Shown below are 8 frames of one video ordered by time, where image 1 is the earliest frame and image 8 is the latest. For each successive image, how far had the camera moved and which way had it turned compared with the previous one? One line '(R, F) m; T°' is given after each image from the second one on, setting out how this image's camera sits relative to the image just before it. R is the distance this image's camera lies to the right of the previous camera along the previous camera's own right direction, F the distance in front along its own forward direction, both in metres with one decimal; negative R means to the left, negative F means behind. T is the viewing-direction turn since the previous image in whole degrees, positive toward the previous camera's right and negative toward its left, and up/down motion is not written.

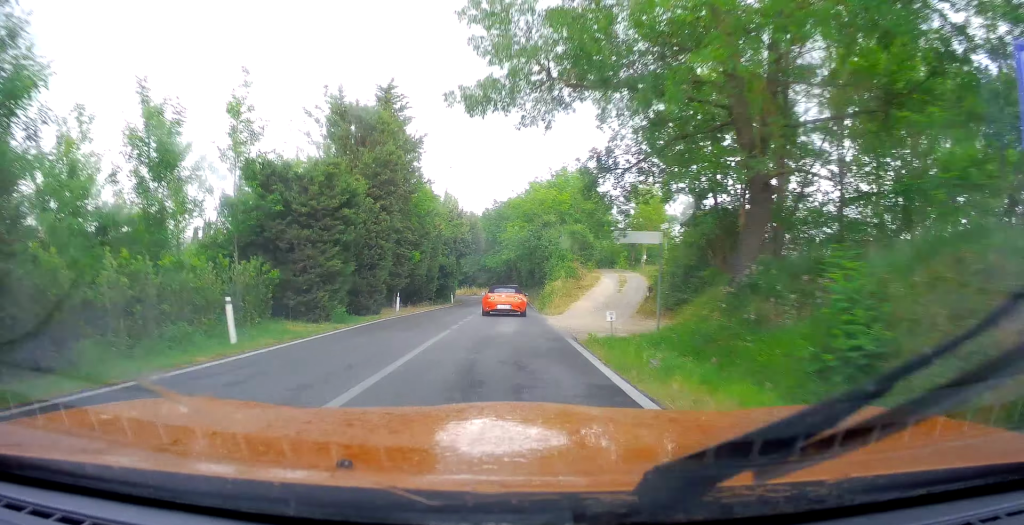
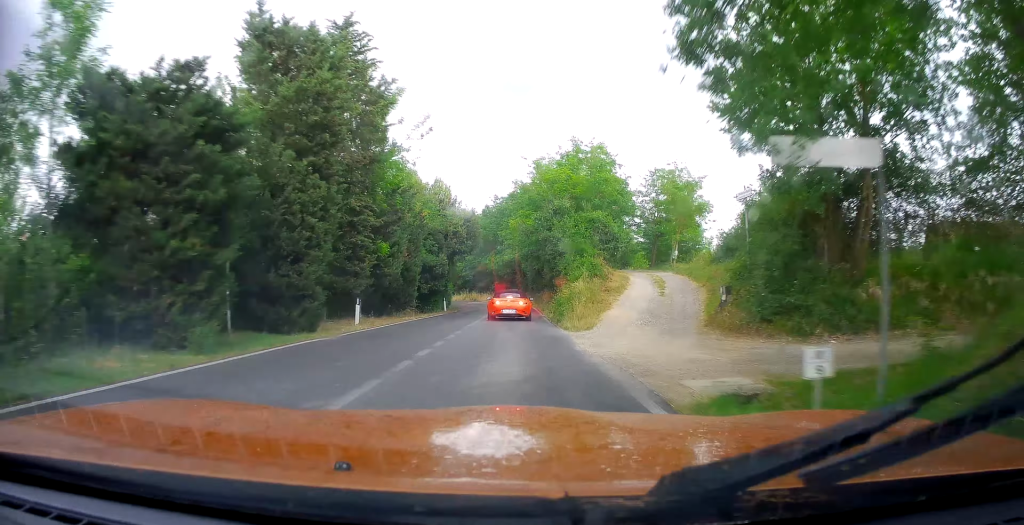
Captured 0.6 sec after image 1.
(0.0, +8.1) m; 0°
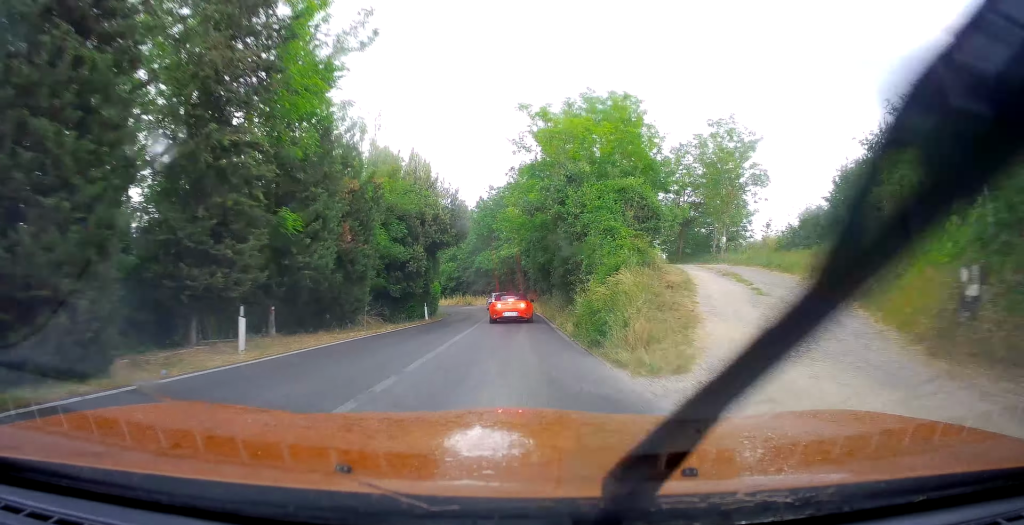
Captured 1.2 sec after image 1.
(0.0, +8.8) m; 0°
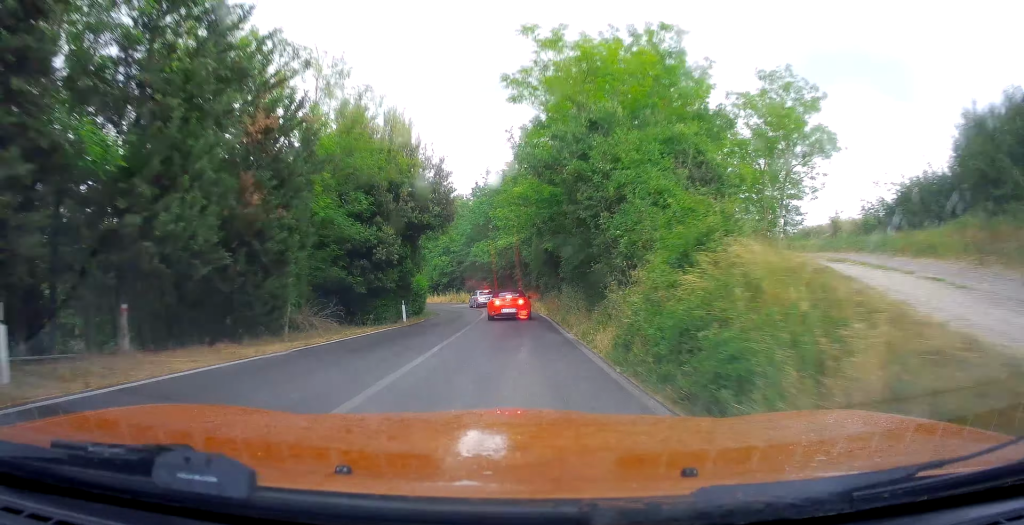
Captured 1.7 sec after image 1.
(0.0, +6.3) m; 0°
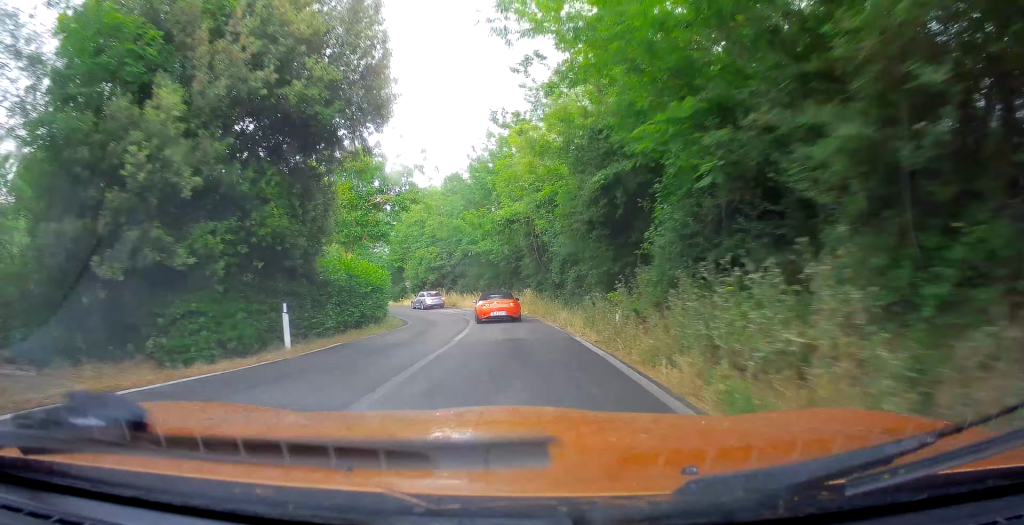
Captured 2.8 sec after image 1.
(+0.2, +15.1) m; 0°
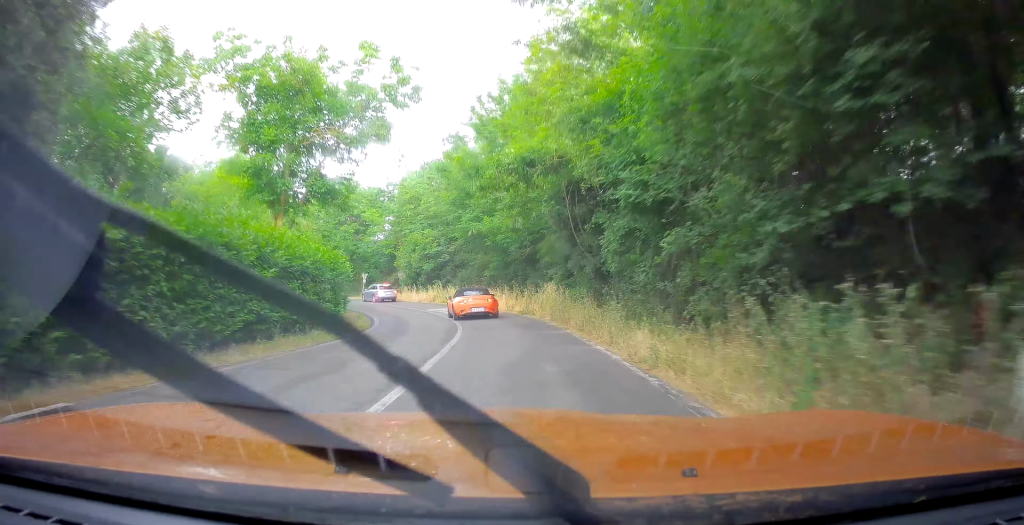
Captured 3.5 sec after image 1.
(0.0, +9.8) m; -2°
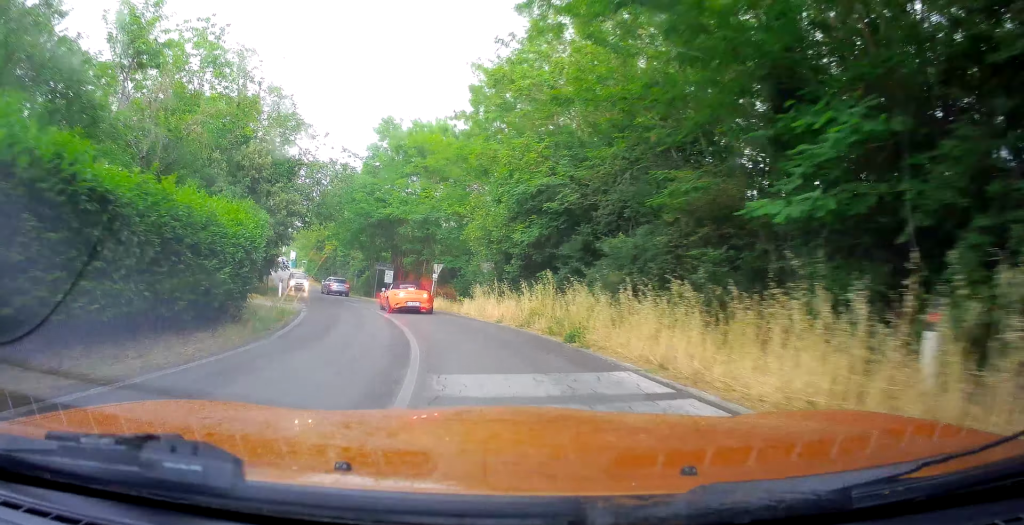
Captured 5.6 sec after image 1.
(-2.2, +26.5) m; -12°
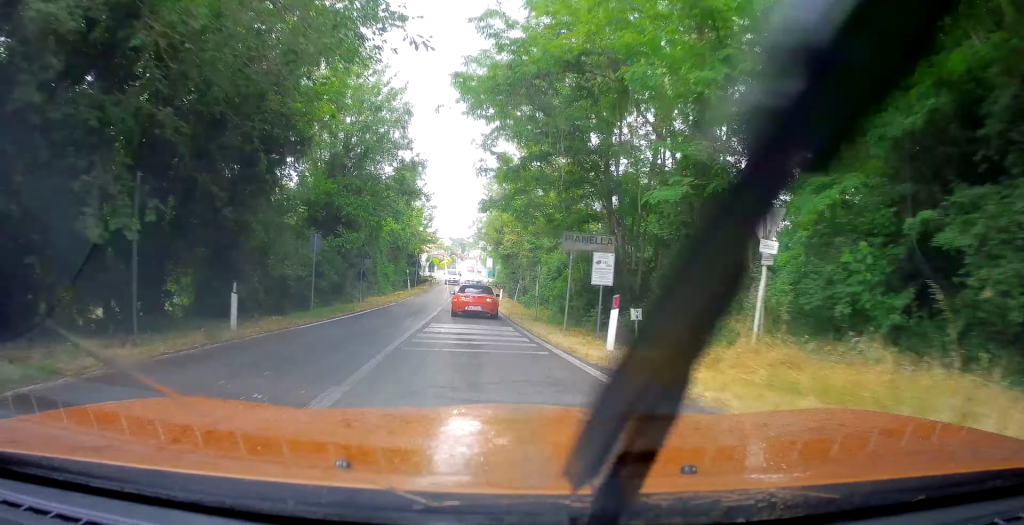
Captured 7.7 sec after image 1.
(-4.8, +26.3) m; -18°
